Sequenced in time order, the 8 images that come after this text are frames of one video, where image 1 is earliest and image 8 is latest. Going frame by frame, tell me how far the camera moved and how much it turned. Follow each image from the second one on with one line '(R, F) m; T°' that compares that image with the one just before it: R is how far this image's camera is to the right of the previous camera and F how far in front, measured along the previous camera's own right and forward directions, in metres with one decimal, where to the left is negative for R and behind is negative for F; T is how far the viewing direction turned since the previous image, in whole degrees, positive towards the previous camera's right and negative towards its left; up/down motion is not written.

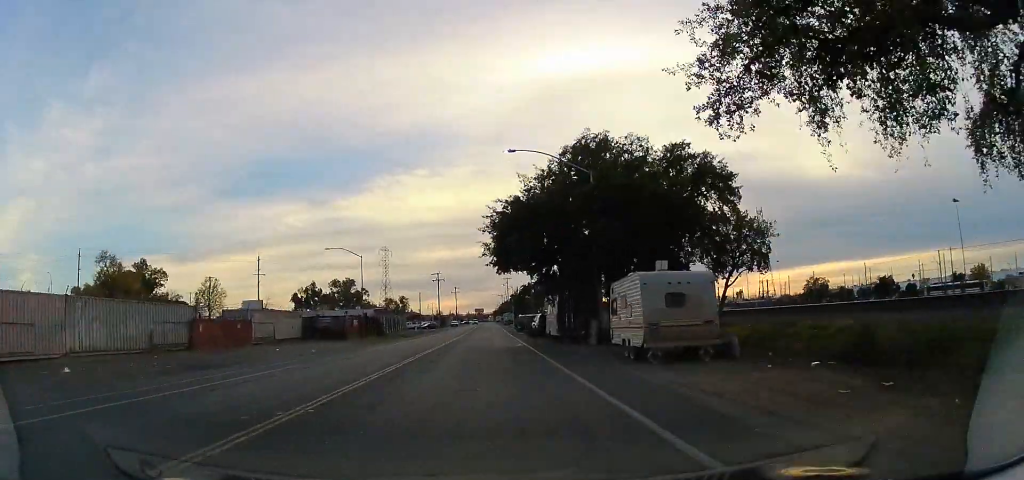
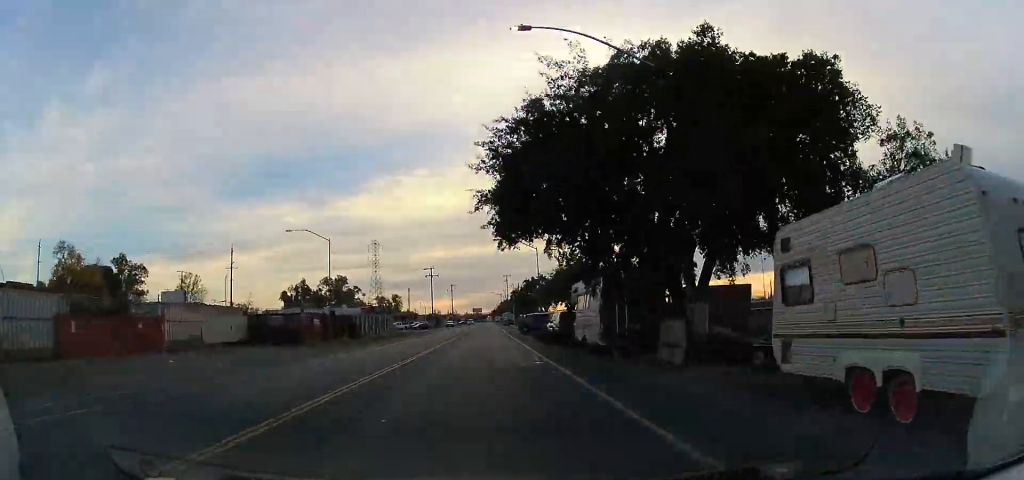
(0.0, +11.8) m; 0°
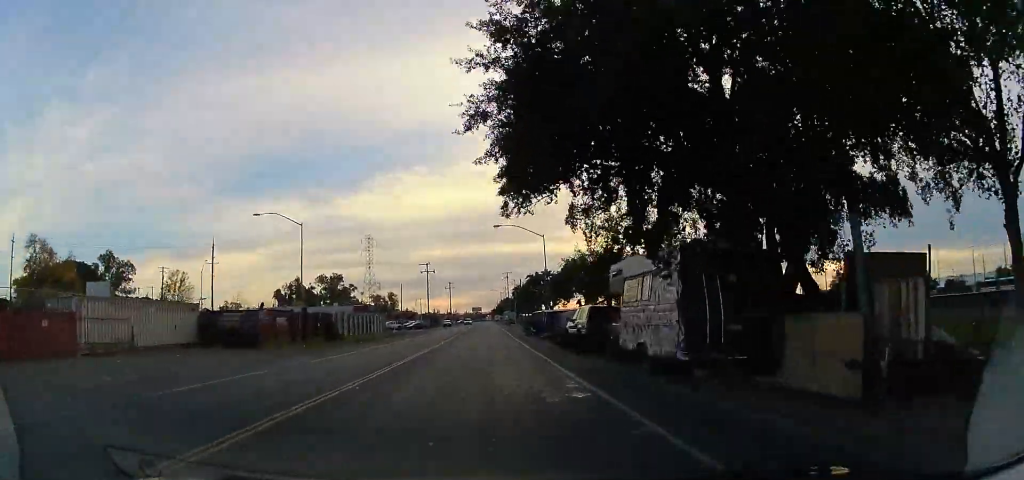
(-0.2, +7.4) m; 0°
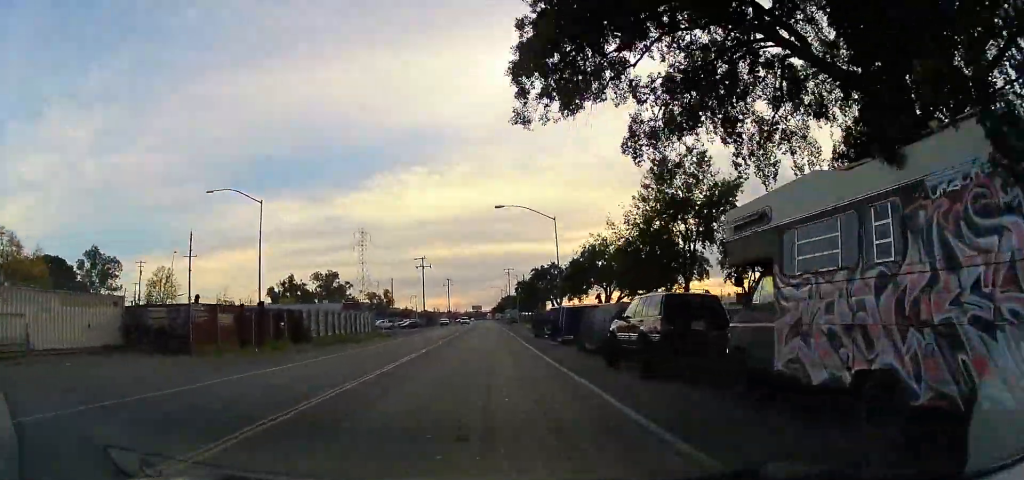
(0.0, +7.9) m; 0°
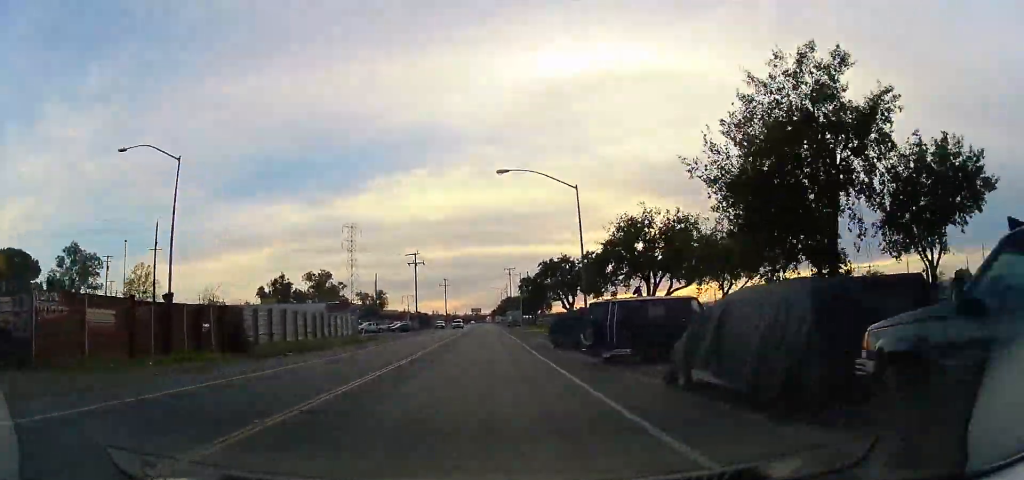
(+0.3, +10.3) m; -1°
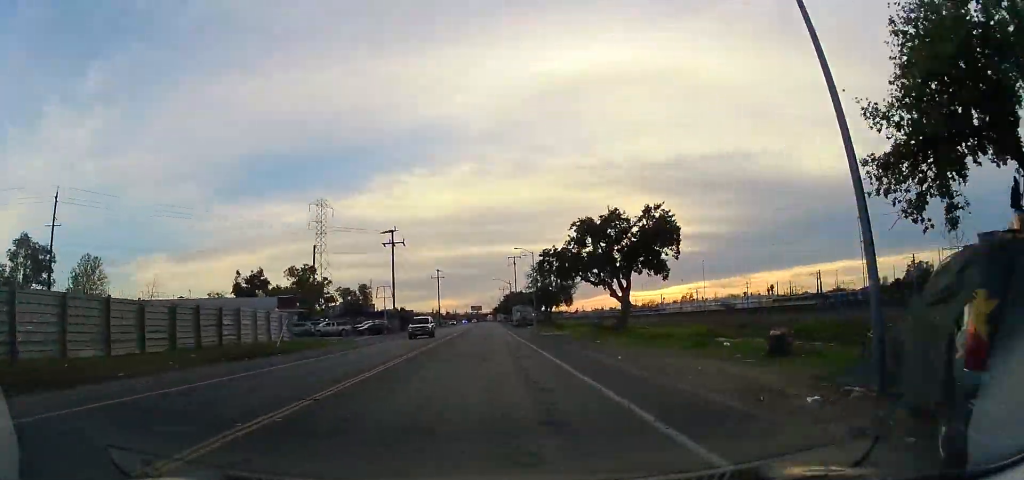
(-0.6, +23.0) m; -1°
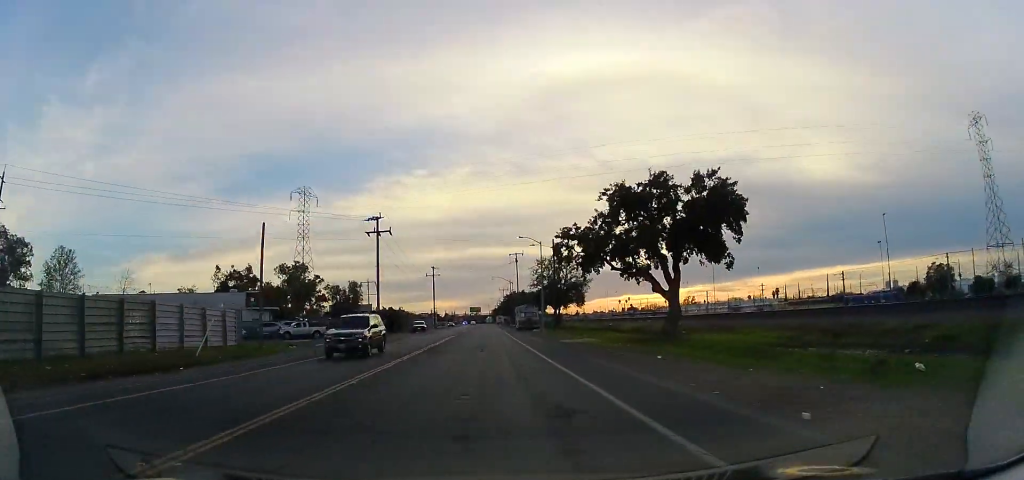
(+0.2, +9.8) m; +1°
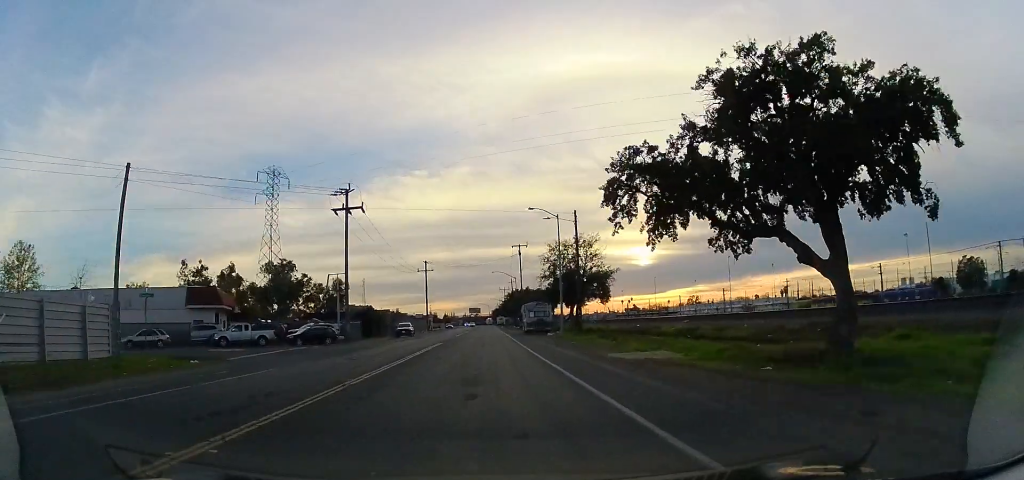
(+0.1, +13.8) m; +1°
